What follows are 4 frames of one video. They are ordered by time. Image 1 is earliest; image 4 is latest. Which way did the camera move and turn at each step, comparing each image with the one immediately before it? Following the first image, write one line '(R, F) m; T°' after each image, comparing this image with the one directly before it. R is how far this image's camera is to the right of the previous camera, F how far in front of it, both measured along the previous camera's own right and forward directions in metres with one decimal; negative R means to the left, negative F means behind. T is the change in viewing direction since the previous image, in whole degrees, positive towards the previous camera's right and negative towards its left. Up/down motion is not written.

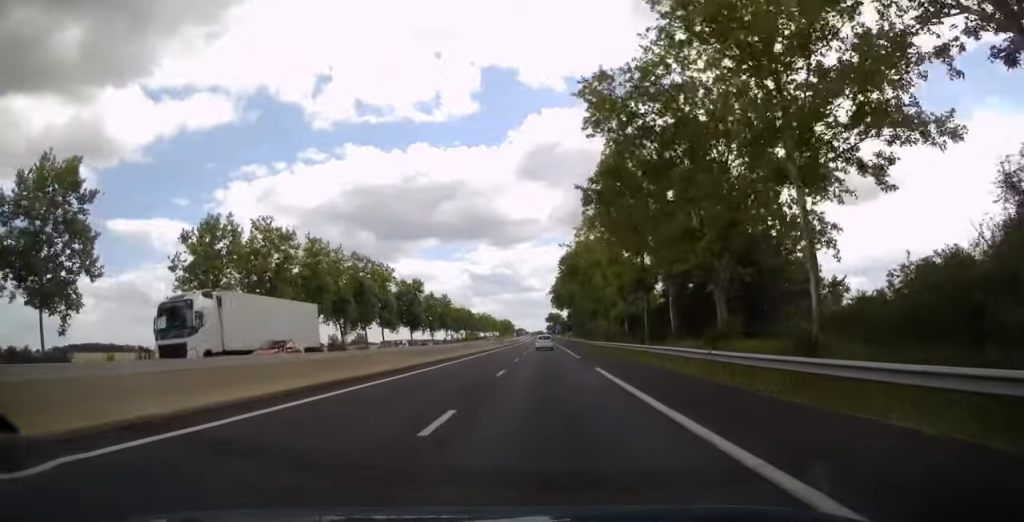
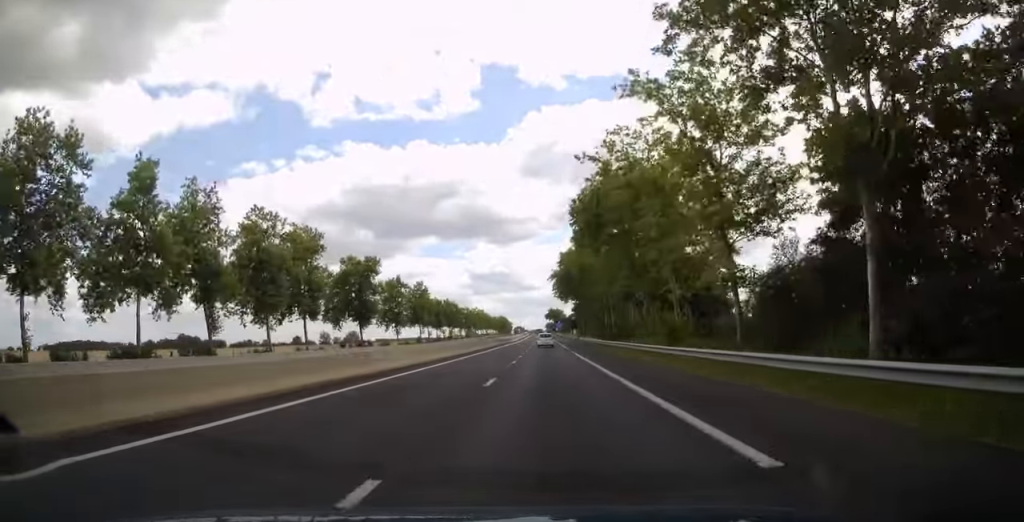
(0.0, +31.8) m; 0°
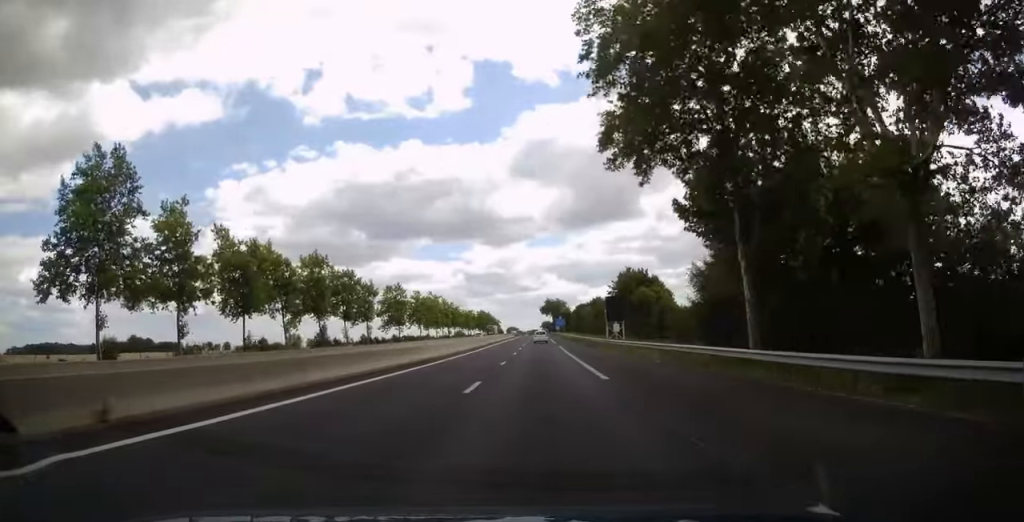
(+0.3, +92.9) m; 0°
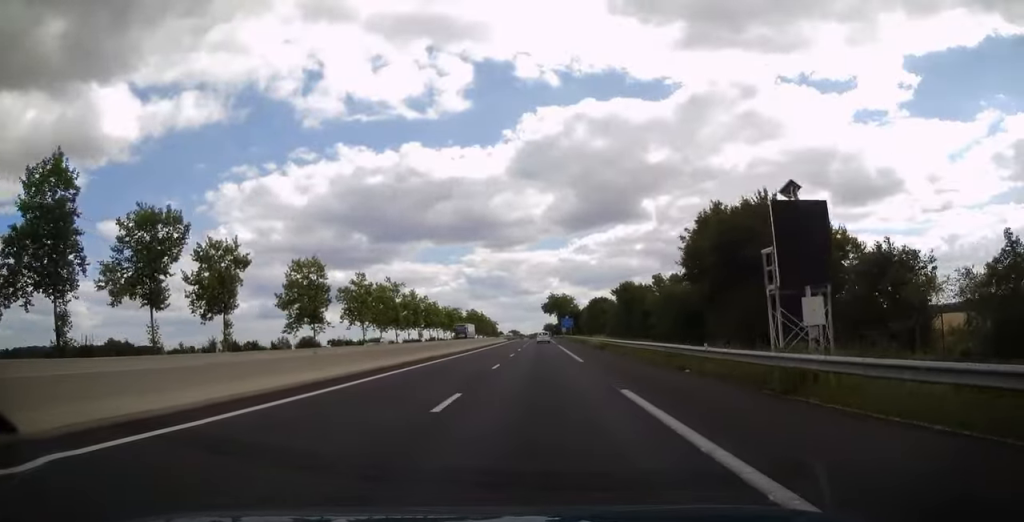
(+0.1, +43.0) m; 0°
